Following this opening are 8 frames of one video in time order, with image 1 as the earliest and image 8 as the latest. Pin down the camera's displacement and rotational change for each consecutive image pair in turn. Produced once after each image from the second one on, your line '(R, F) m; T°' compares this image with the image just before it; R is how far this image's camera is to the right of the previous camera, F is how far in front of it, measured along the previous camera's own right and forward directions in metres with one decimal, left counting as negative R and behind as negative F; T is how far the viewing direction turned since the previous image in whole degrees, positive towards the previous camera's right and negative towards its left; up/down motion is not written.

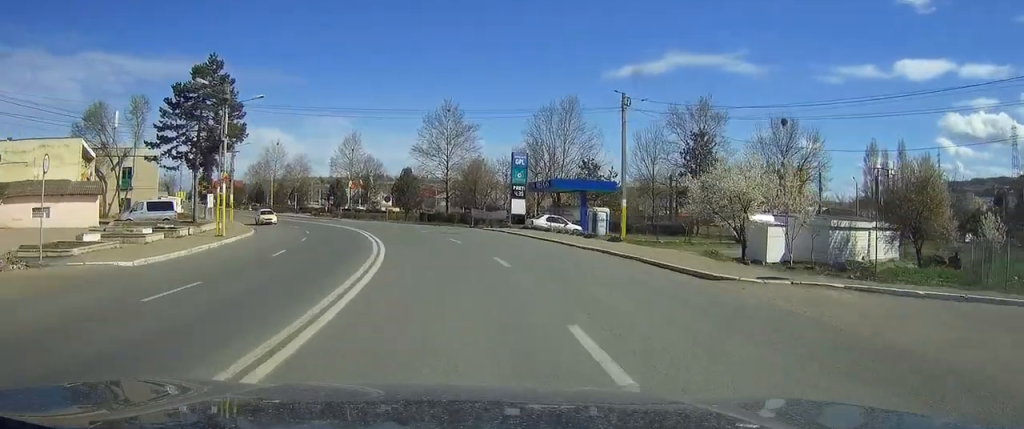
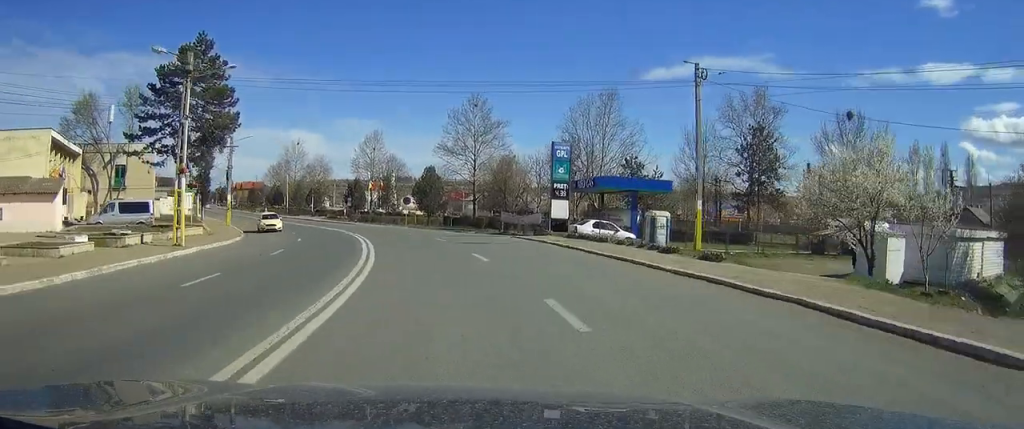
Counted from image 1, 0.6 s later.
(-0.2, +9.3) m; -2°
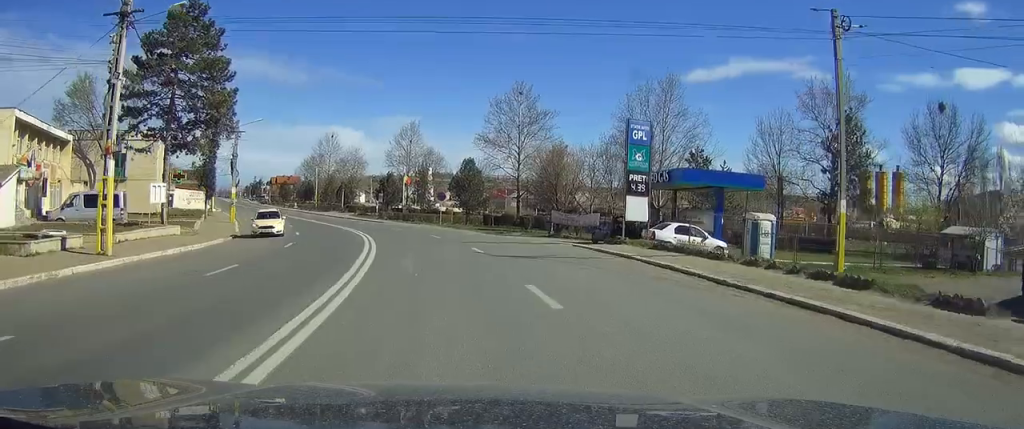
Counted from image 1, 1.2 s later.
(-0.1, +9.8) m; -3°
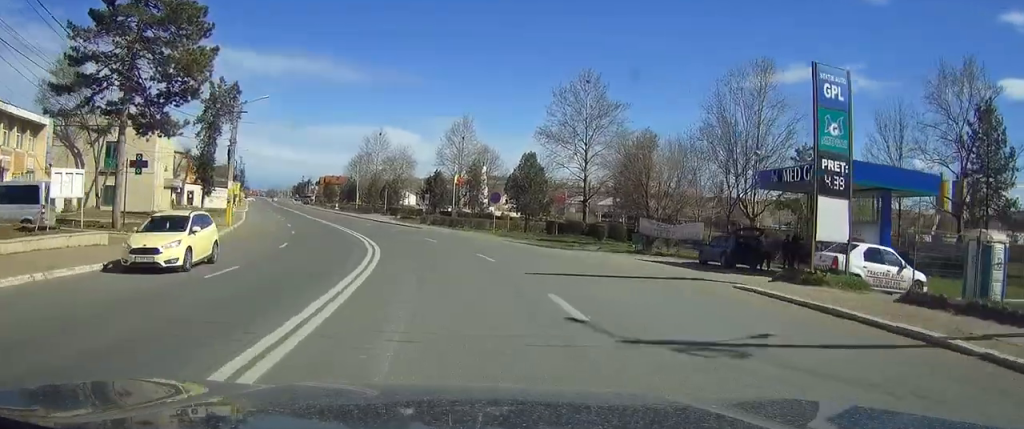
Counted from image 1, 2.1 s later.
(-0.4, +13.0) m; -4°
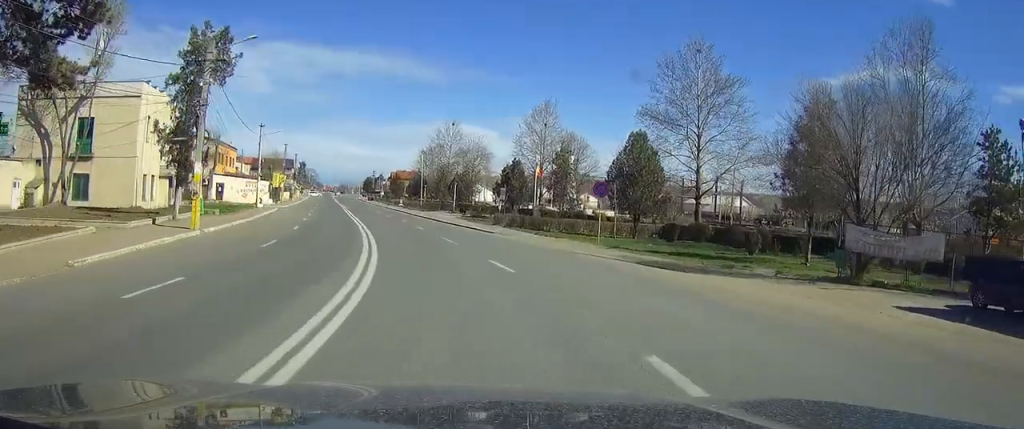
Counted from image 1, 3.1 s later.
(-0.9, +16.9) m; -6°
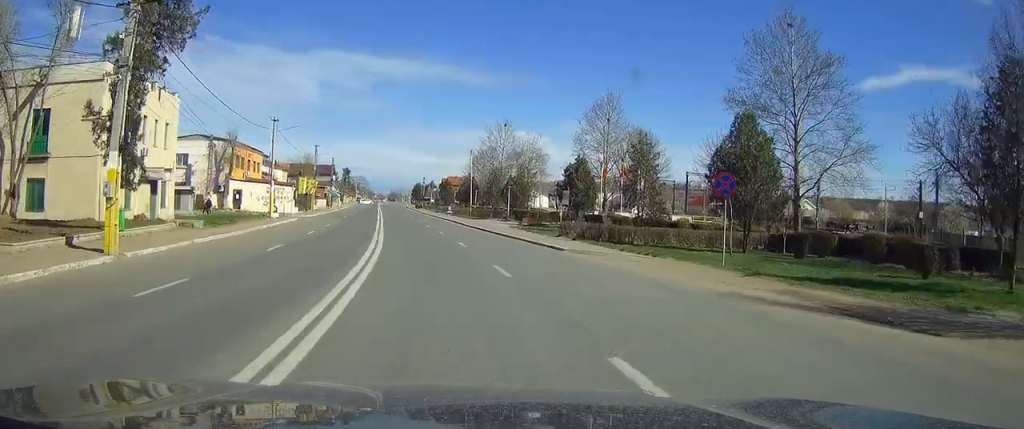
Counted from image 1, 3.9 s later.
(-0.5, +11.9) m; -4°
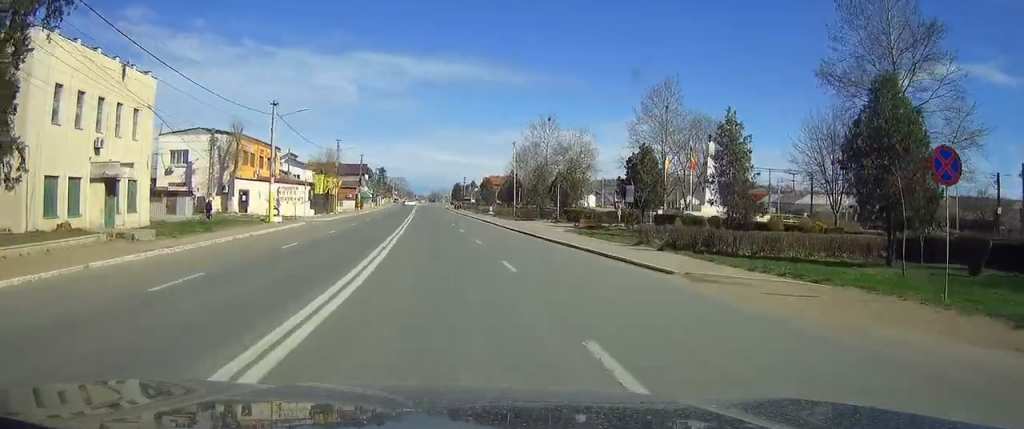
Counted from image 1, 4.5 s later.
(-0.4, +10.9) m; -3°
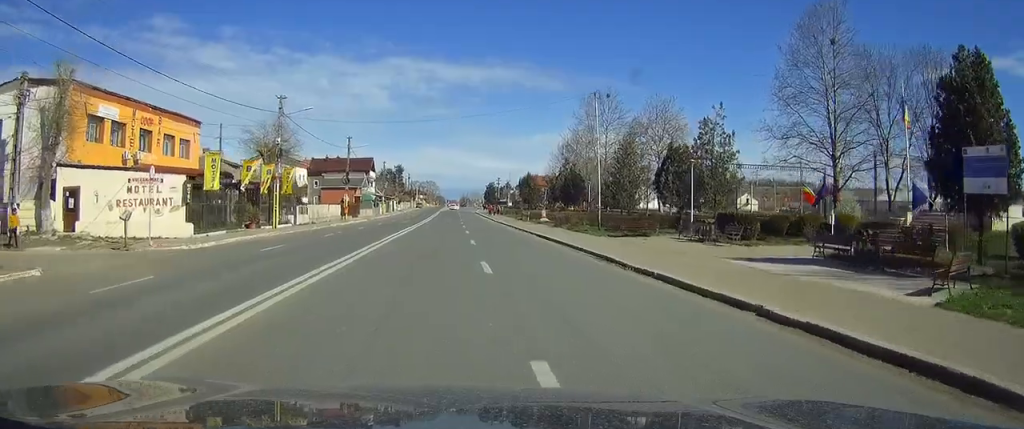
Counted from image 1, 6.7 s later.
(-1.8, +36.7) m; -3°
